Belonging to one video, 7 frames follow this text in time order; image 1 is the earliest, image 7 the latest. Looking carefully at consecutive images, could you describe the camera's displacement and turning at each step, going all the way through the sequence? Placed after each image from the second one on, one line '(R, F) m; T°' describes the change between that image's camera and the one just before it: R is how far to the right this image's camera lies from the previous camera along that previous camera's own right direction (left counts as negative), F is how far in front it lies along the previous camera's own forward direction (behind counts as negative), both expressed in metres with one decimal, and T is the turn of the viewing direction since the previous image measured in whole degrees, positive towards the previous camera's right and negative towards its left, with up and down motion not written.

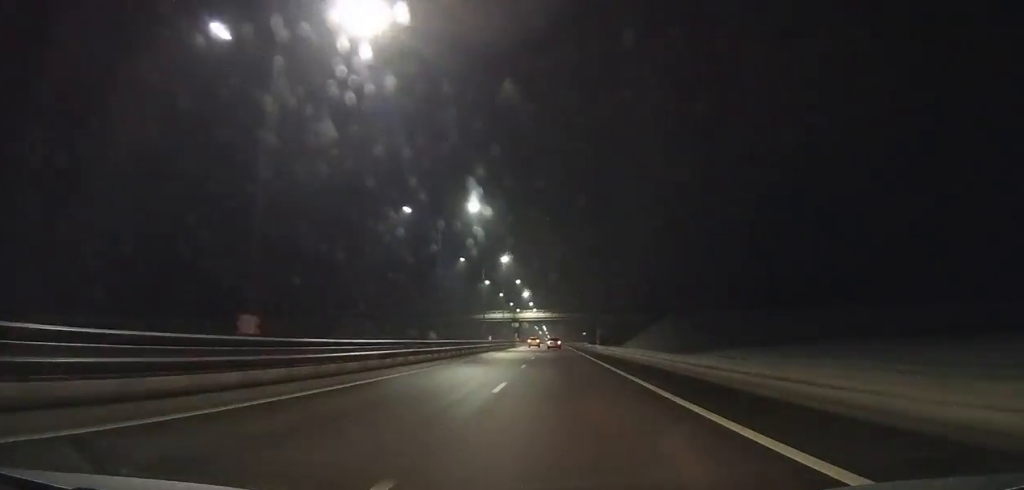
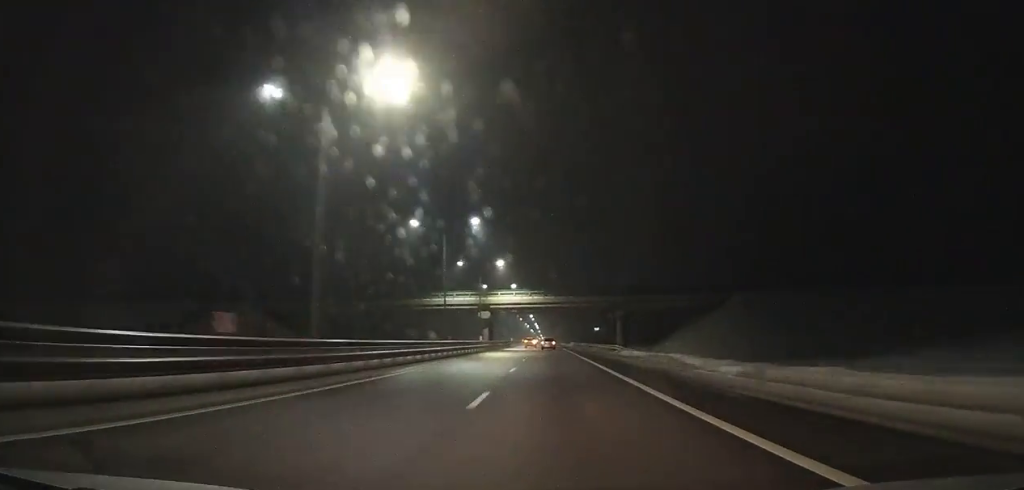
(+0.1, +50.1) m; 0°
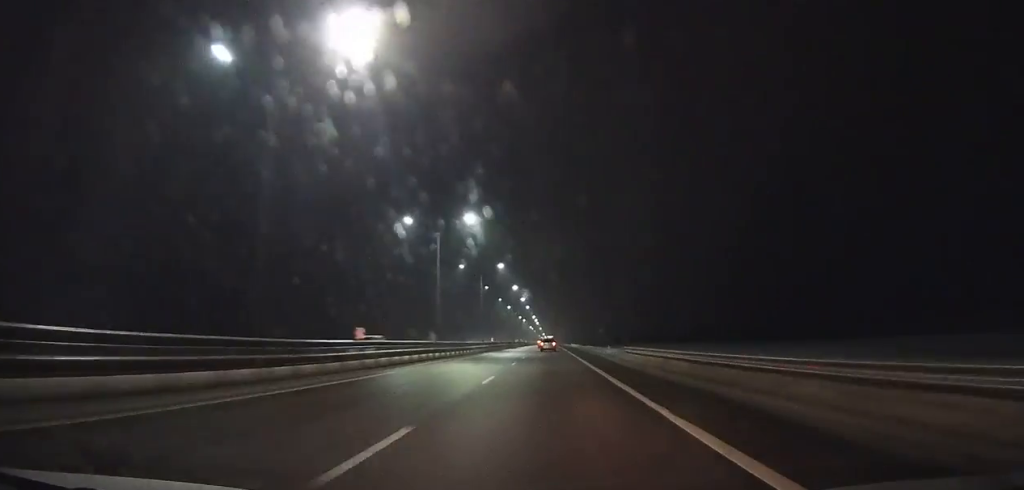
(-0.1, +90.7) m; 0°
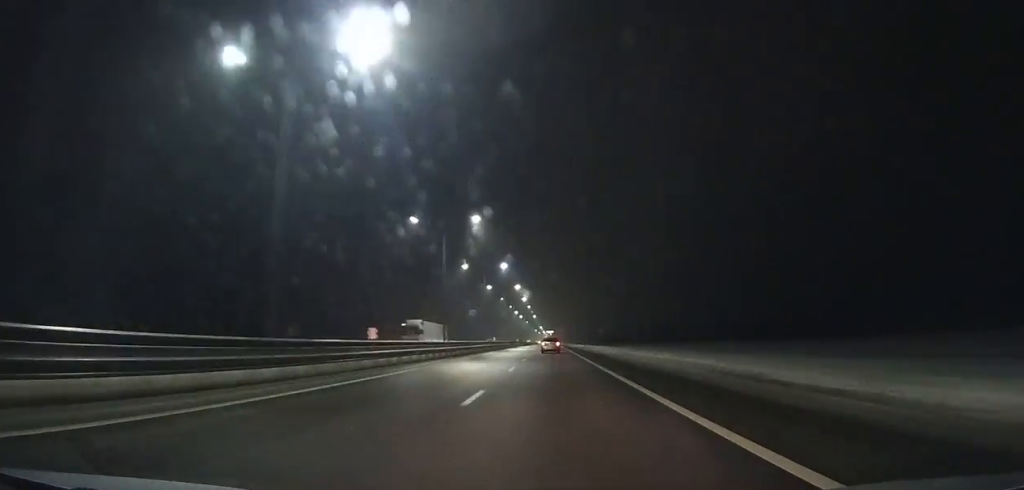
(-0.5, +149.0) m; 0°
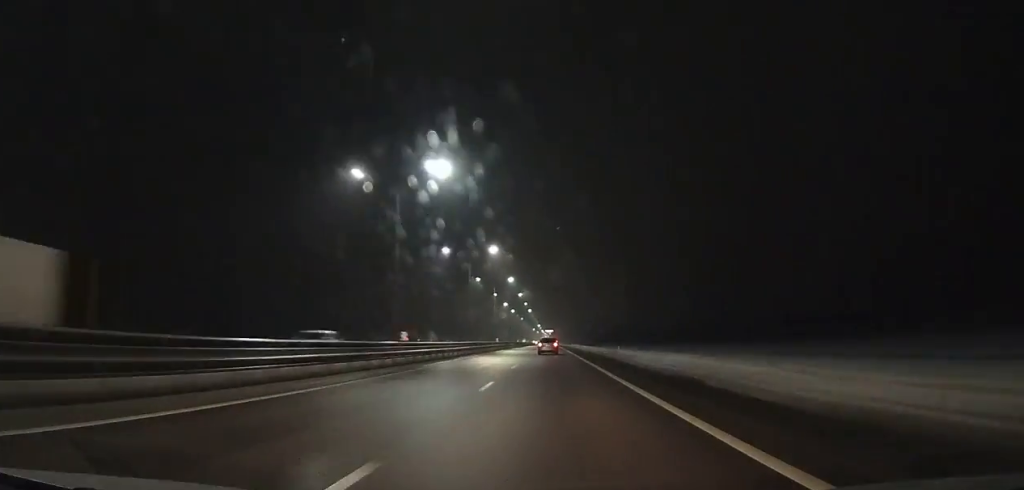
(0.0, +43.9) m; 0°
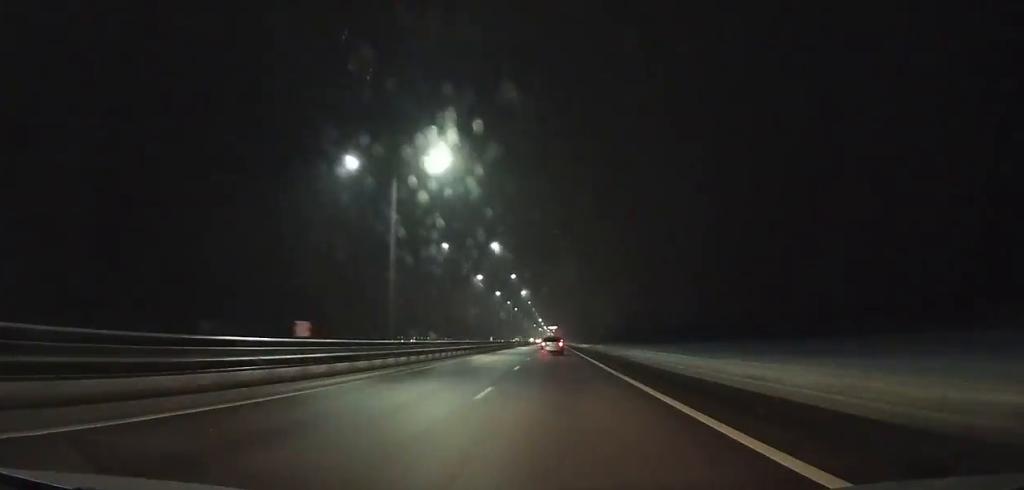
(-0.1, +63.6) m; 0°
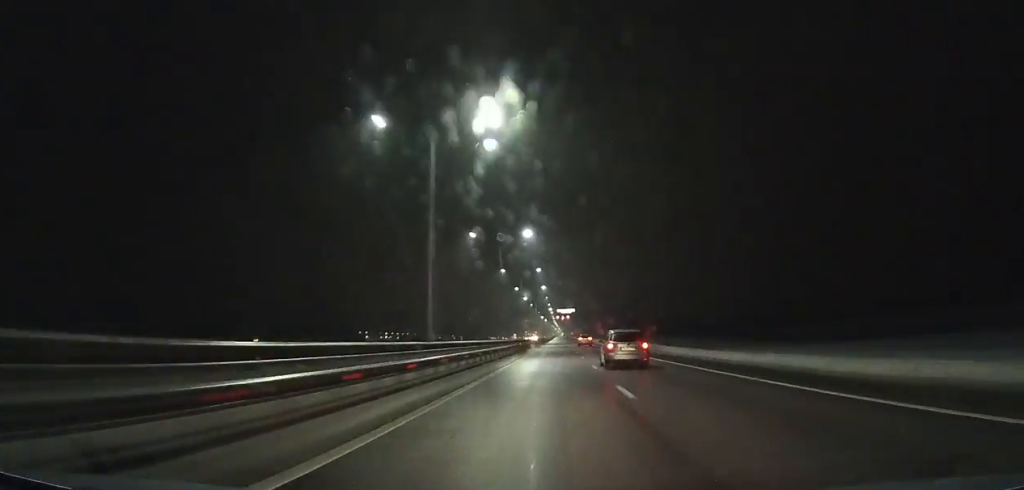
(-1.2, +215.1) m; 0°
